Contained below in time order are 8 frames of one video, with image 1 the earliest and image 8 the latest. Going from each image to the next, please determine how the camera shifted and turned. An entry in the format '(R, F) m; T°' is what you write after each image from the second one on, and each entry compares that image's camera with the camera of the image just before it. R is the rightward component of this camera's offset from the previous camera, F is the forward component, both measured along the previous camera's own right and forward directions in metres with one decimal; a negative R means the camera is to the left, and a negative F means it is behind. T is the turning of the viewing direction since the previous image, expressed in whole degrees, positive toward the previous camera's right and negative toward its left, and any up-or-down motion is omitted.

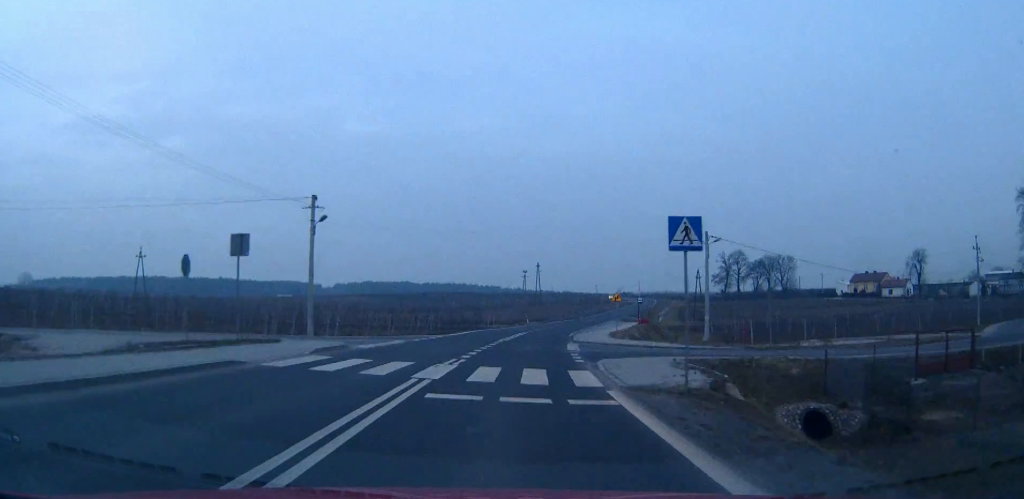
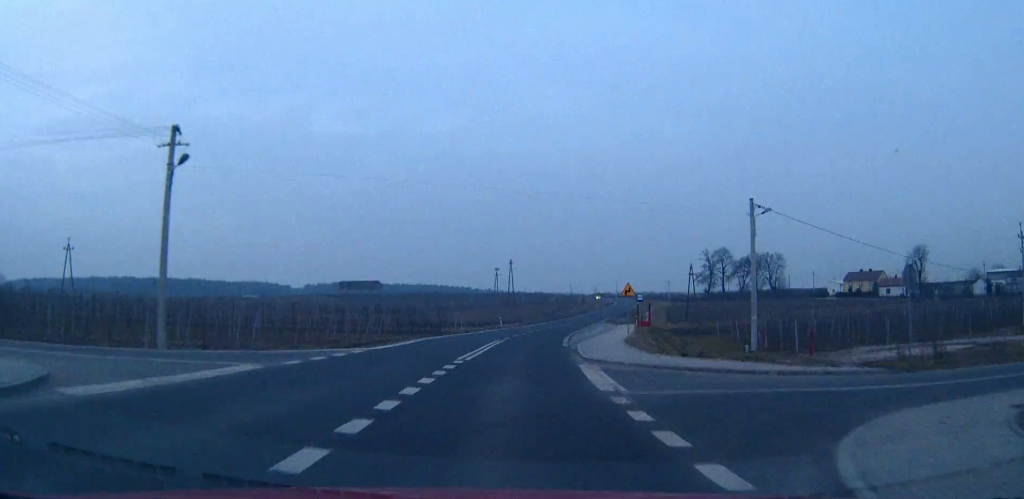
(+0.4, +15.9) m; +2°
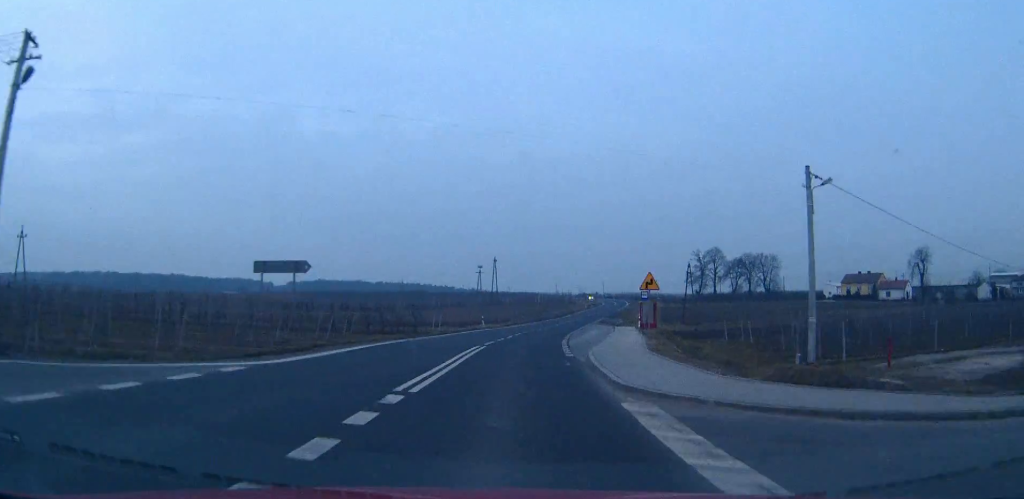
(+0.1, +9.6) m; +1°
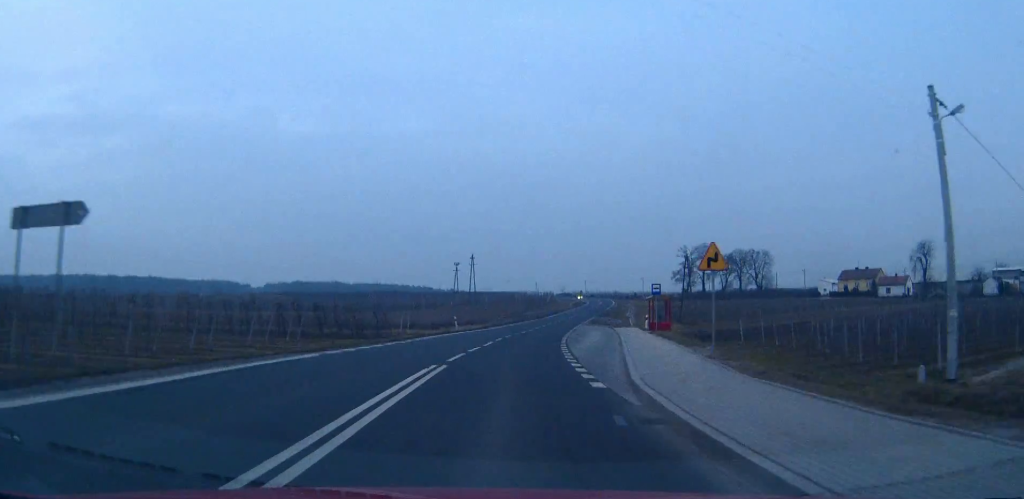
(+0.2, +11.7) m; +1°
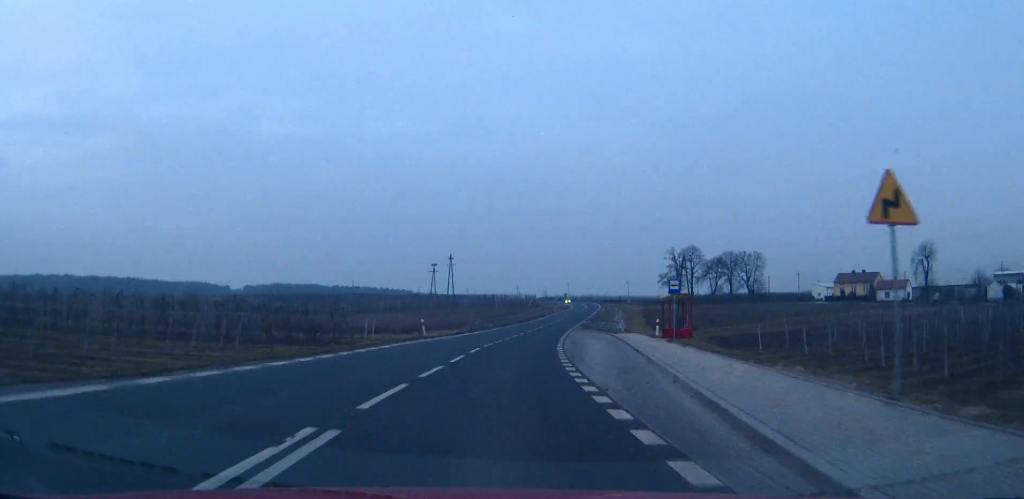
(+0.1, +9.8) m; +1°
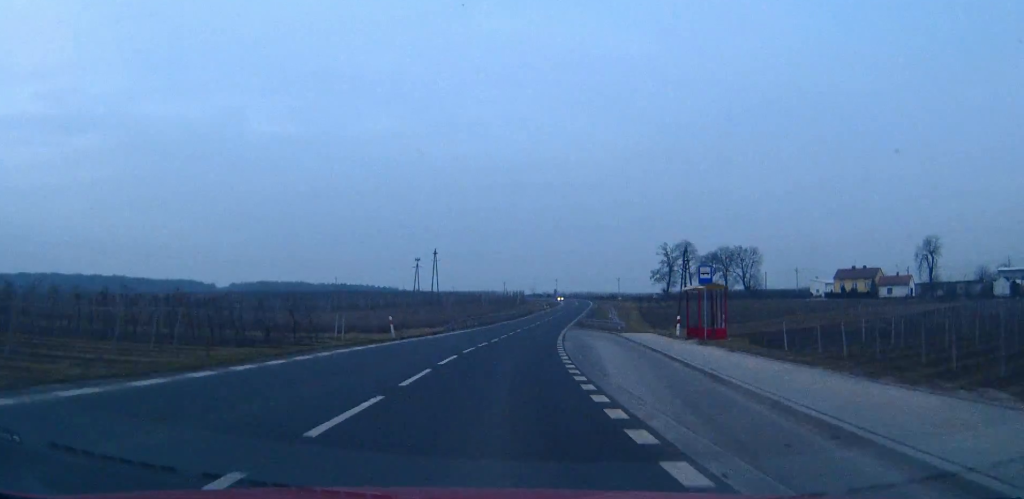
(+0.1, +8.0) m; +1°
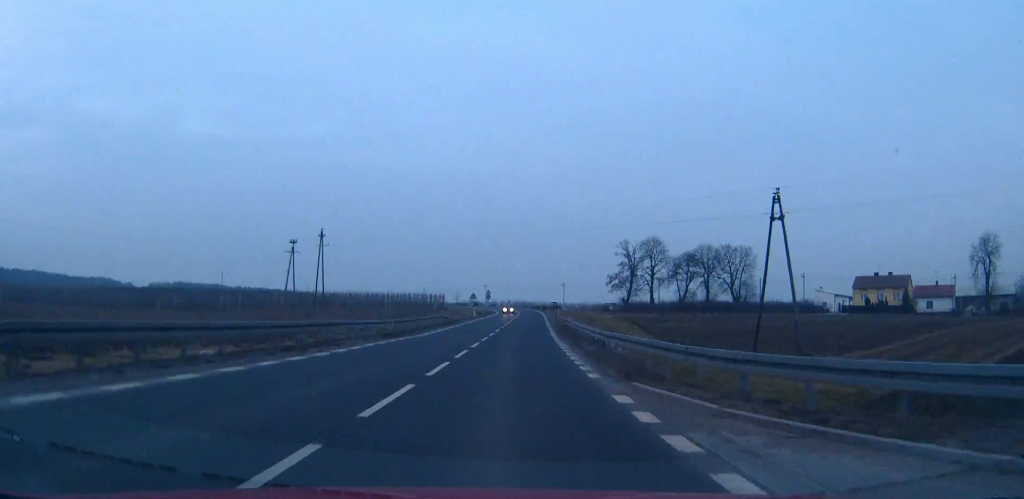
(+2.4, +50.6) m; +6°
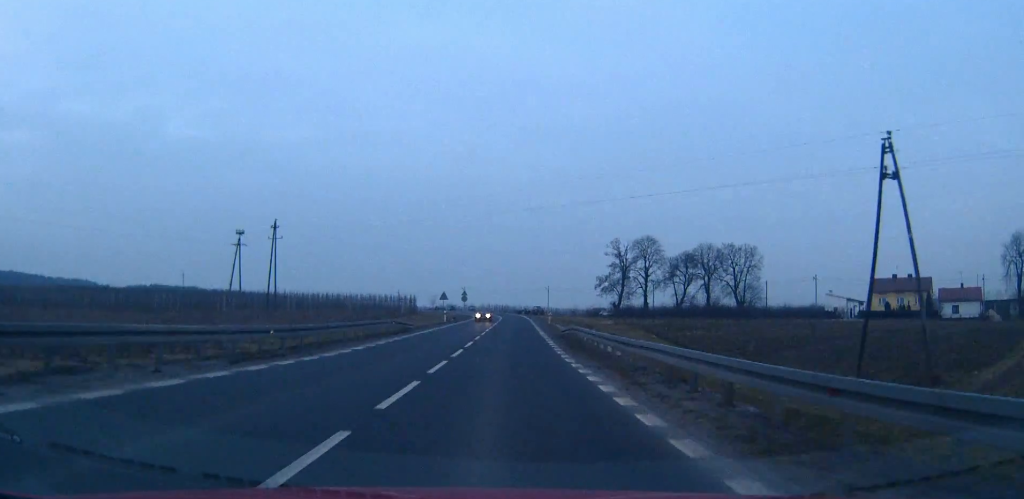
(+0.3, +16.6) m; +2°
